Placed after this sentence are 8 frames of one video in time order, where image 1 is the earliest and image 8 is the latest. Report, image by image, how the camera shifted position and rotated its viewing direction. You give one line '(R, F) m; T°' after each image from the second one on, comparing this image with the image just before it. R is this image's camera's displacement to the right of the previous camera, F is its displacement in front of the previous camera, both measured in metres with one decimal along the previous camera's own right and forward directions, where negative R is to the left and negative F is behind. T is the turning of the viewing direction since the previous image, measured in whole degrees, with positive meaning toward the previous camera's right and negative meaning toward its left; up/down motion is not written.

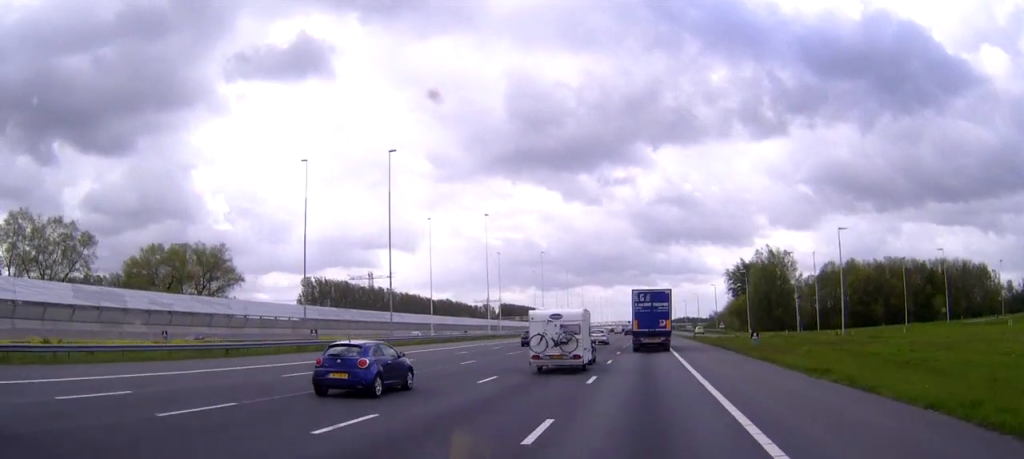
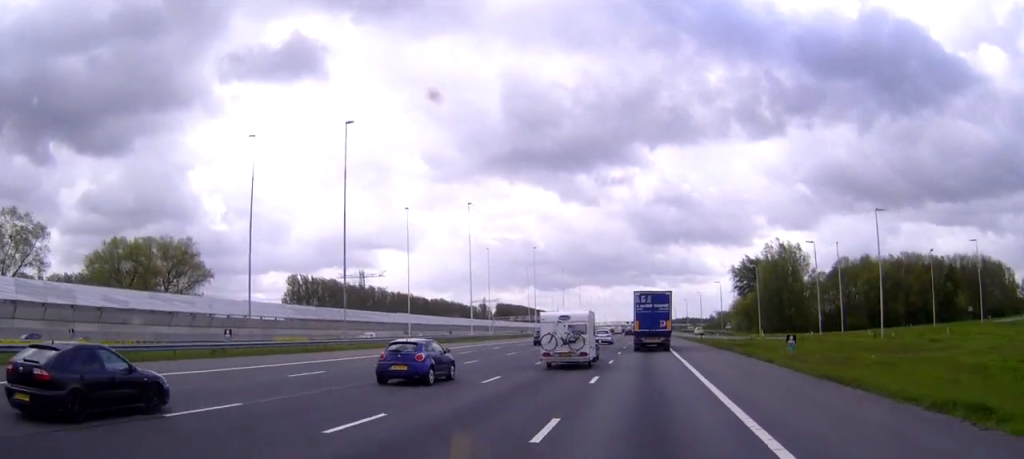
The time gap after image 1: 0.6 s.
(0.0, +11.7) m; 0°
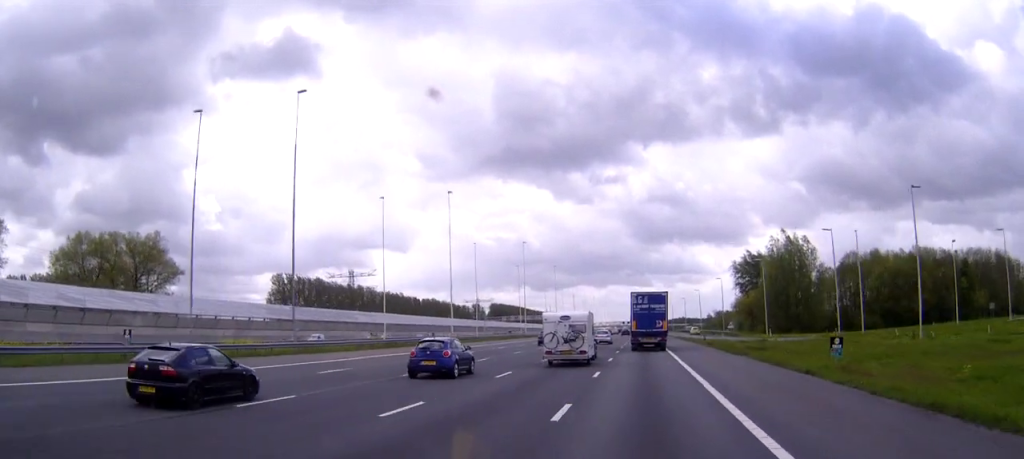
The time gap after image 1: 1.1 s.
(0.0, +9.1) m; 0°
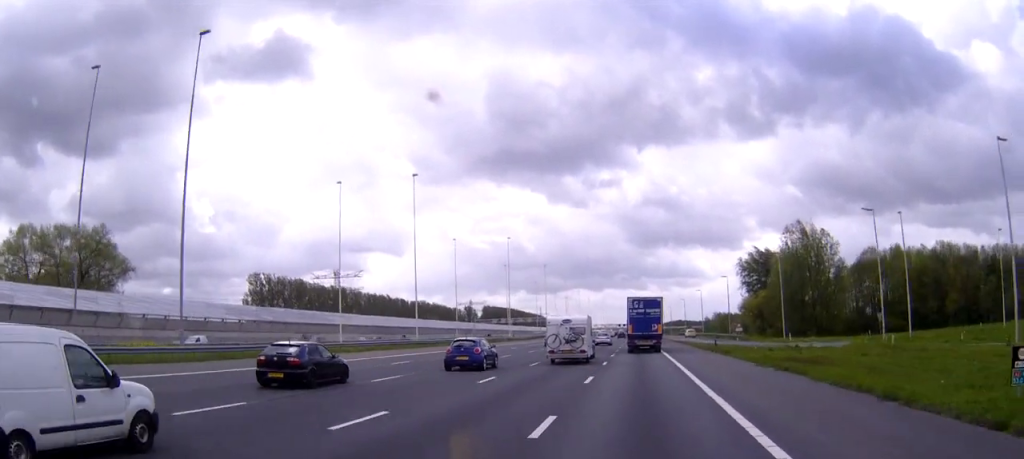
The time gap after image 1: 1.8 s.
(+0.1, +14.3) m; 0°
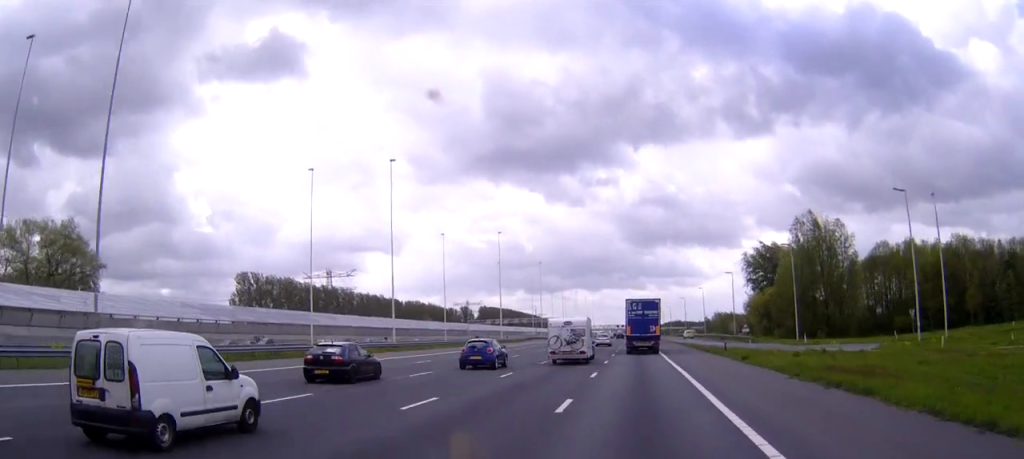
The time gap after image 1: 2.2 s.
(0.0, +7.8) m; 0°
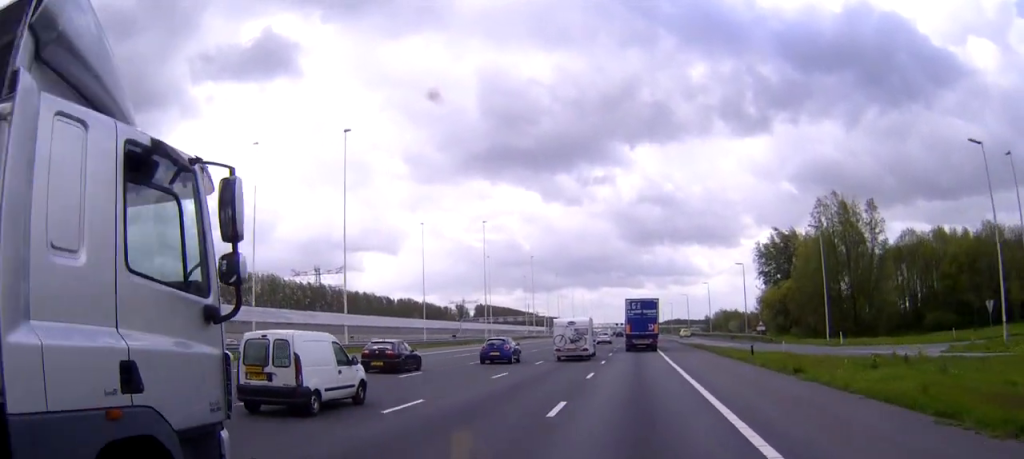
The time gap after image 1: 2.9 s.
(0.0, +13.0) m; 0°
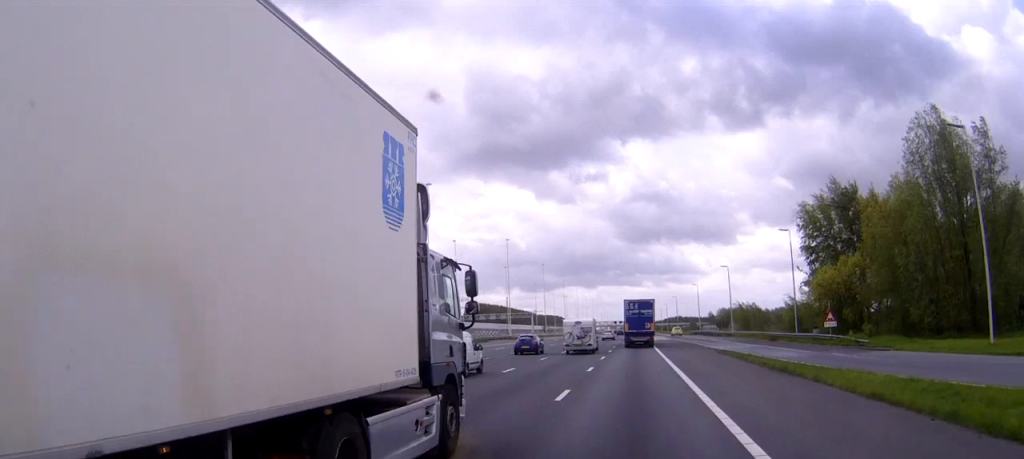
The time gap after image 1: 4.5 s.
(0.0, +32.6) m; 0°
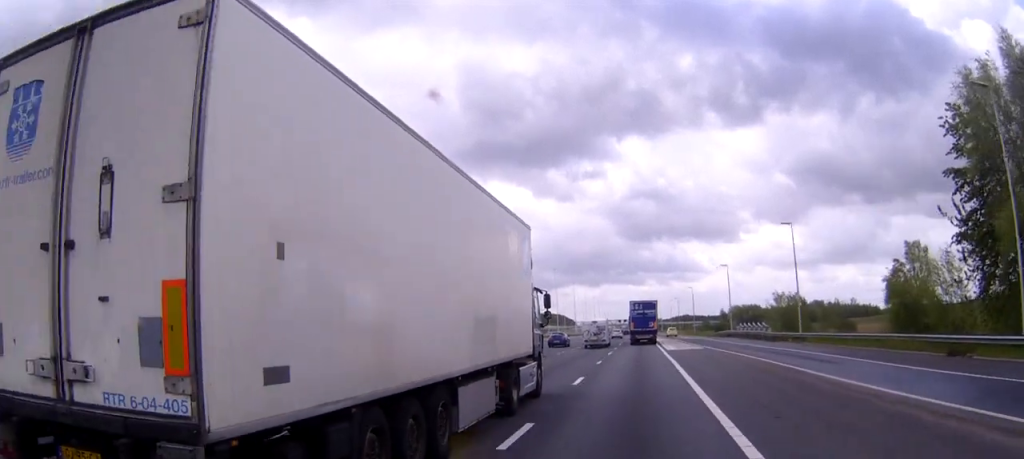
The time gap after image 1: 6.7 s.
(0.0, +43.1) m; 0°
